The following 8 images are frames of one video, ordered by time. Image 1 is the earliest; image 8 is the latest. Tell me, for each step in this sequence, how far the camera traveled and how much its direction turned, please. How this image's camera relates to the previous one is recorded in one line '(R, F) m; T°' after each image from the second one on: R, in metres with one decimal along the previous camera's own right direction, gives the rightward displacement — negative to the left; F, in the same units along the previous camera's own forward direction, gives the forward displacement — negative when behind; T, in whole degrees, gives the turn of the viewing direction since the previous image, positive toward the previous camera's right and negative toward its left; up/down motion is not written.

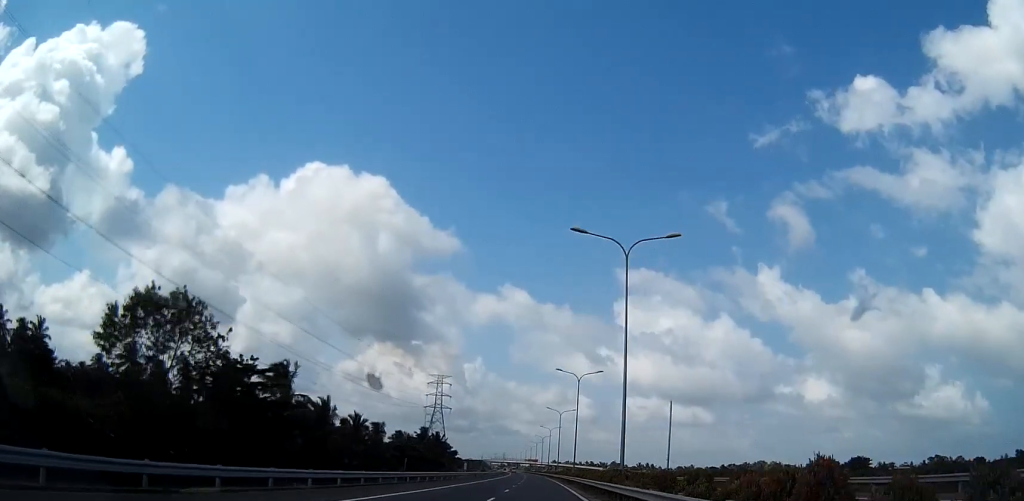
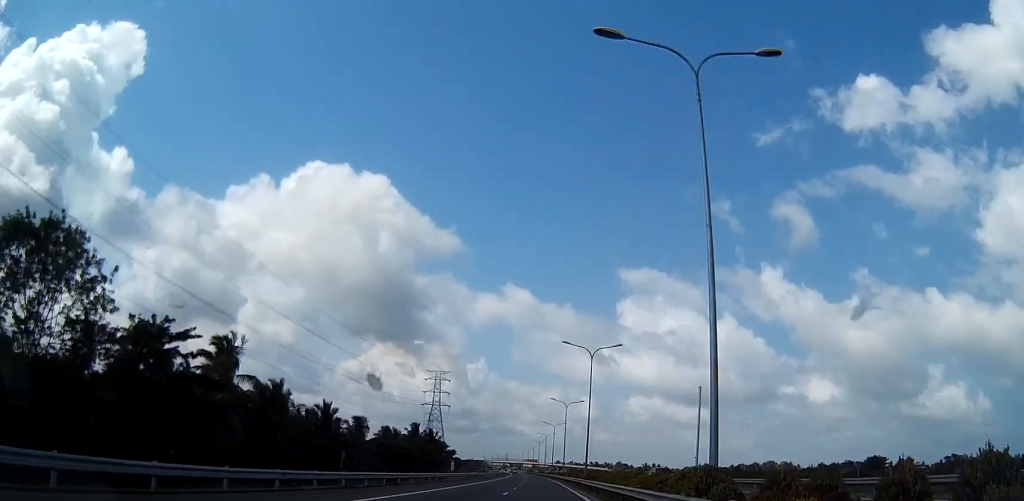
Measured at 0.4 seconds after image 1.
(0.0, +16.0) m; 0°
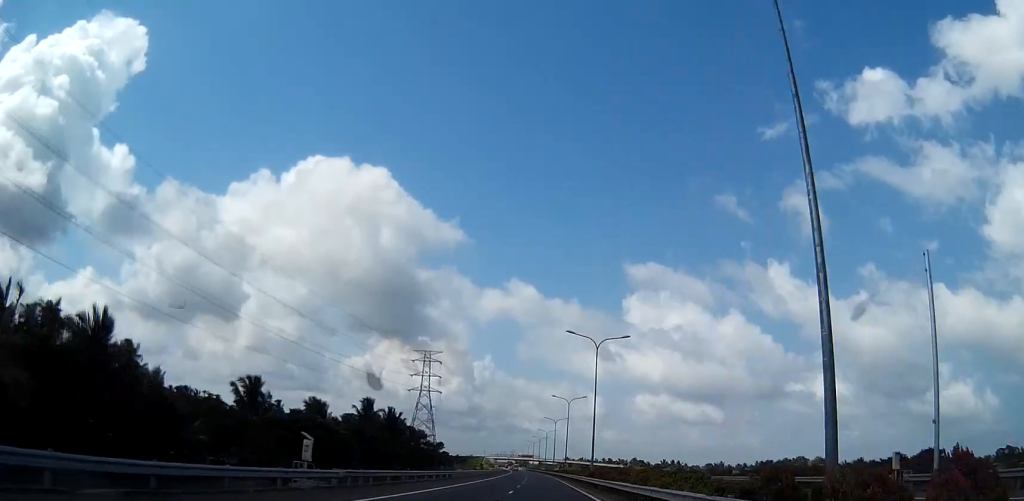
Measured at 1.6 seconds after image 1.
(-0.9, +49.1) m; -1°
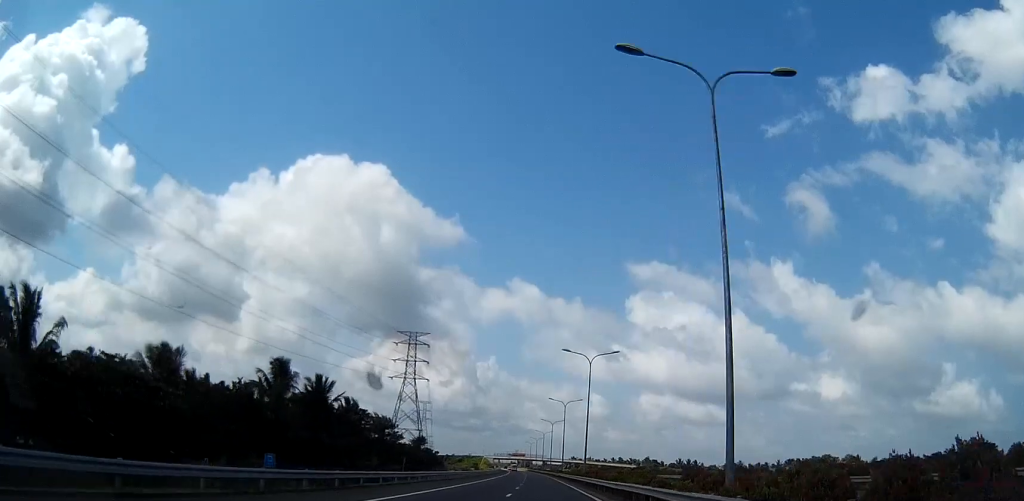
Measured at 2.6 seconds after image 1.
(-0.2, +39.6) m; -1°
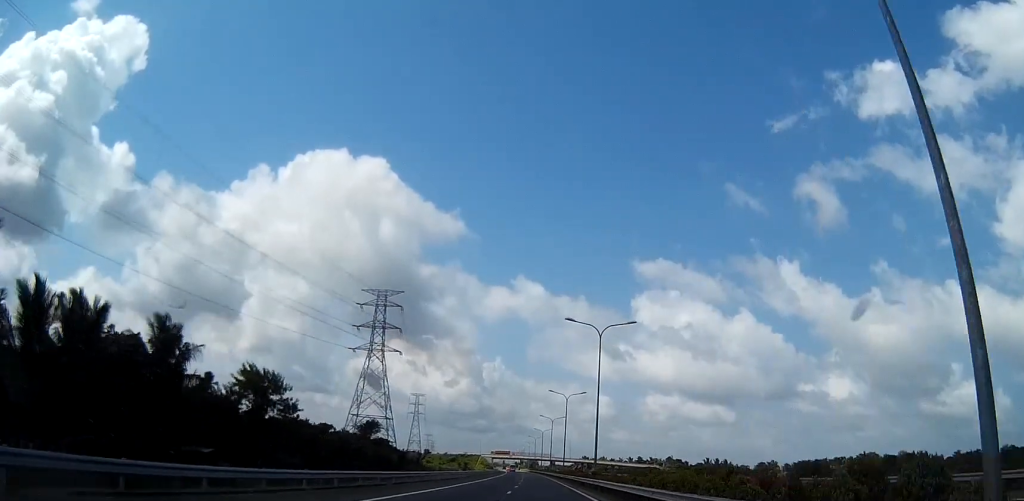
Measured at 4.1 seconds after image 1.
(-0.8, +56.5) m; 0°
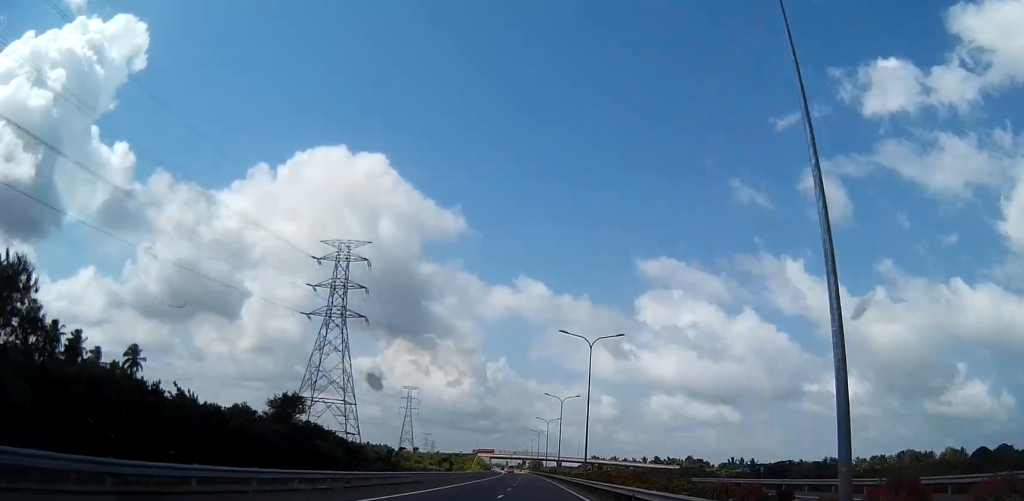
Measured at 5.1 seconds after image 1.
(+0.6, +40.5) m; 0°
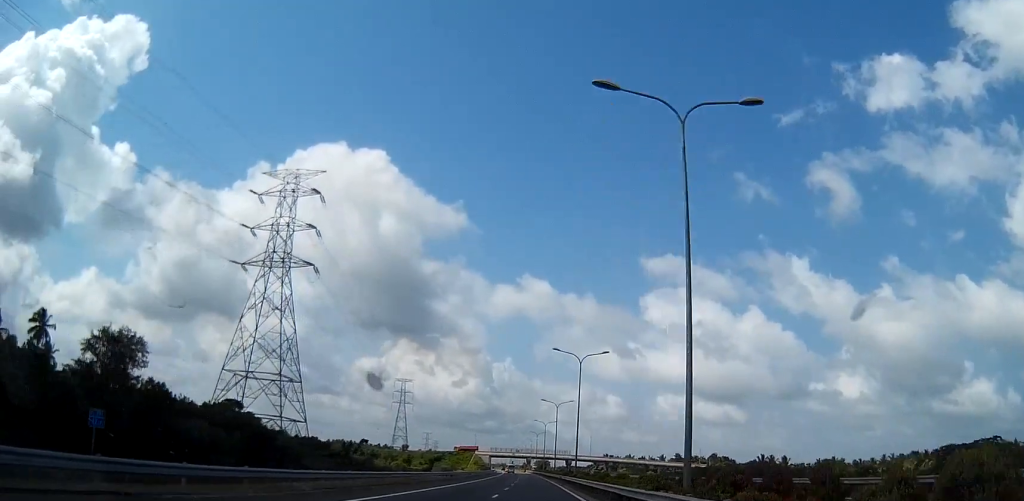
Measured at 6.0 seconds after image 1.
(-0.5, +36.6) m; -1°
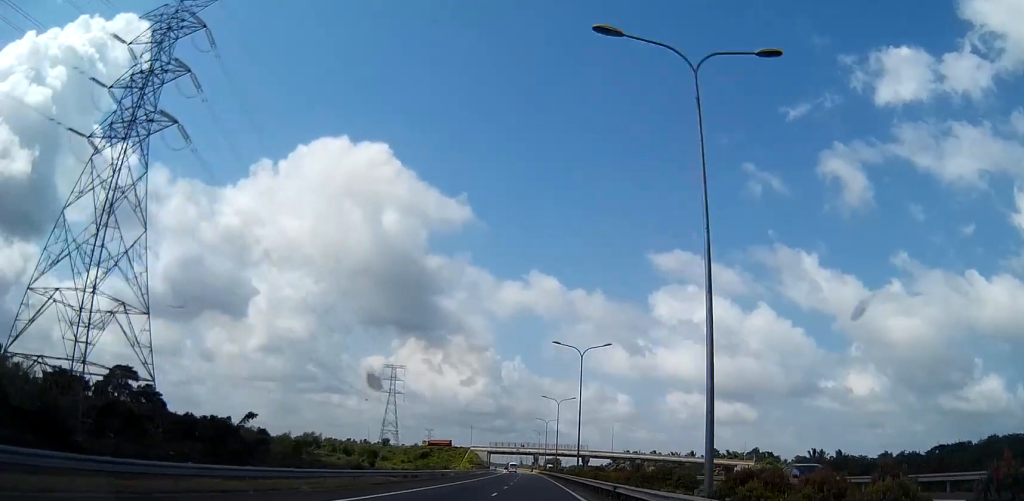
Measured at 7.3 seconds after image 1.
(-0.3, +48.3) m; -1°
